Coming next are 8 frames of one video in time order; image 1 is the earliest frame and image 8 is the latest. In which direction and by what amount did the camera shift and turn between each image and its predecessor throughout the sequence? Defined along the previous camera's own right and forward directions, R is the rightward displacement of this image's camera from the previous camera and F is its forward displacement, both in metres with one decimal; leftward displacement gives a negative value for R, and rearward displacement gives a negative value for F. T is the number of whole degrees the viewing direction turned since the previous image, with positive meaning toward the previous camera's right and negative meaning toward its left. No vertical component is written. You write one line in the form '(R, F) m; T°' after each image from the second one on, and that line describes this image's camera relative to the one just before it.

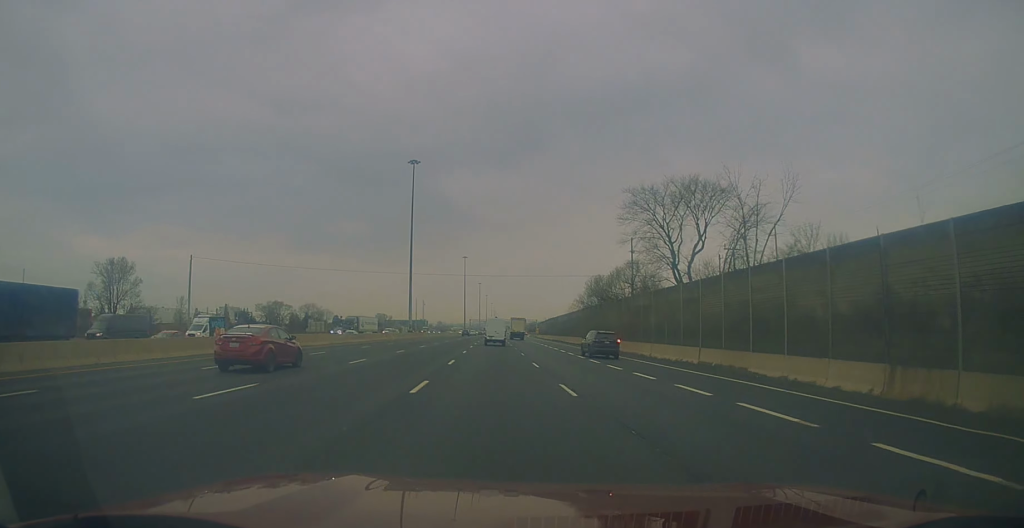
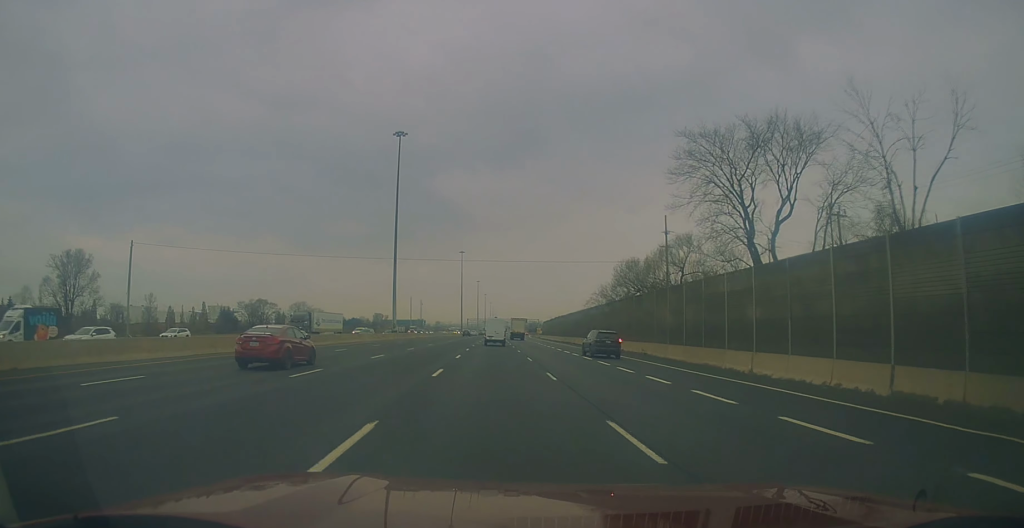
(-0.2, +18.0) m; -1°
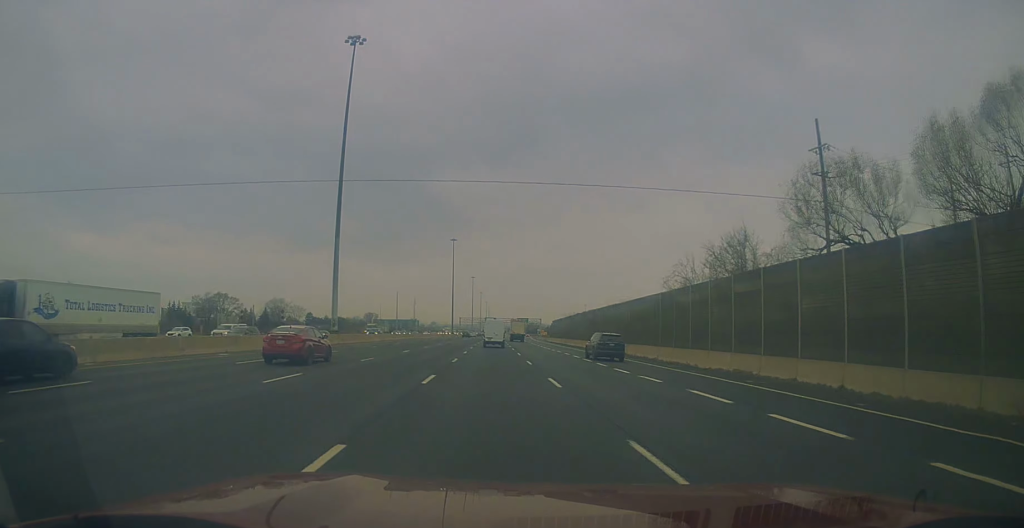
(0.0, +36.5) m; 0°
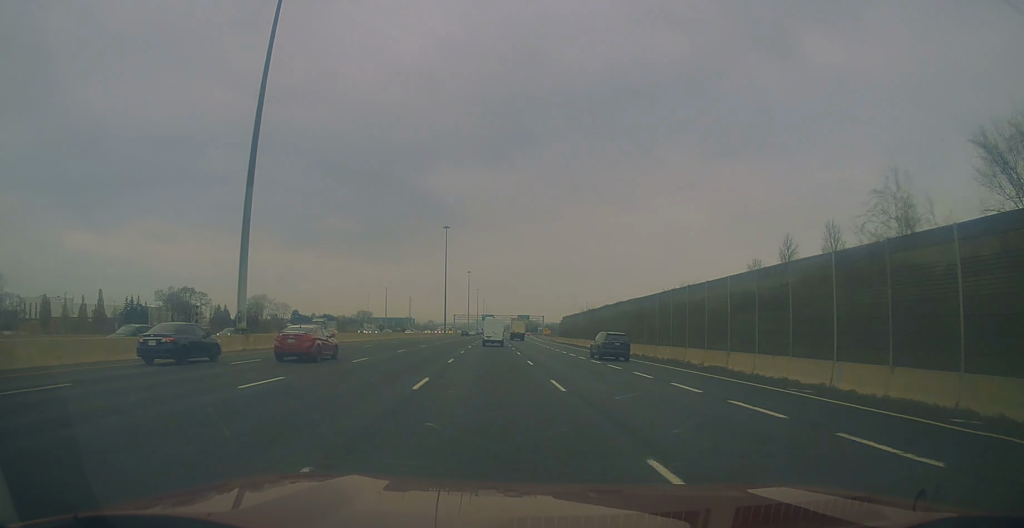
(0.0, +24.2) m; +1°
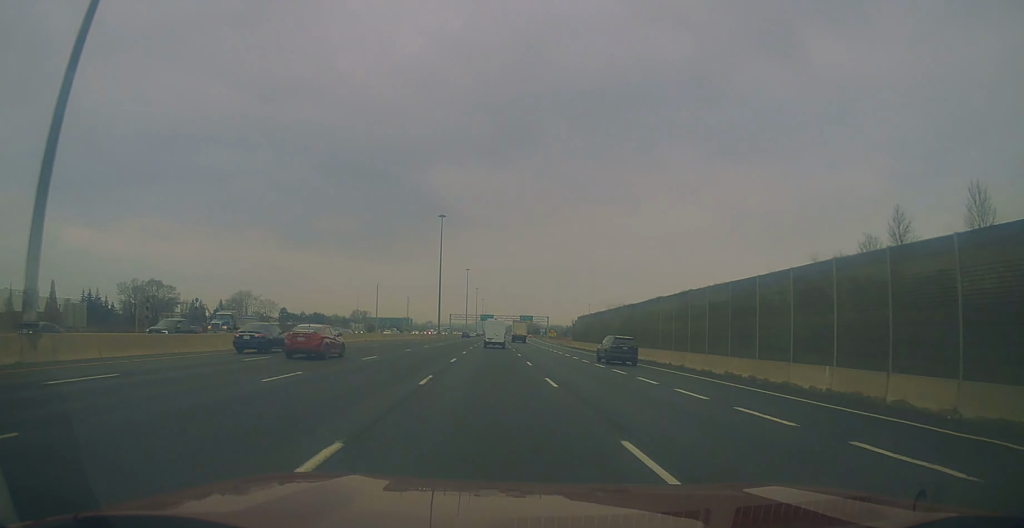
(+0.3, +21.5) m; +1°
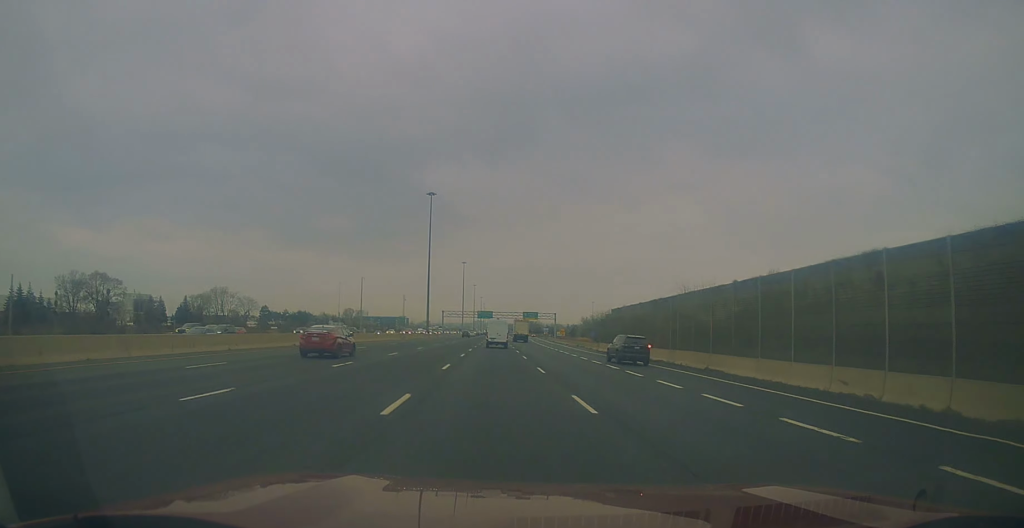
(+0.2, +28.4) m; -1°
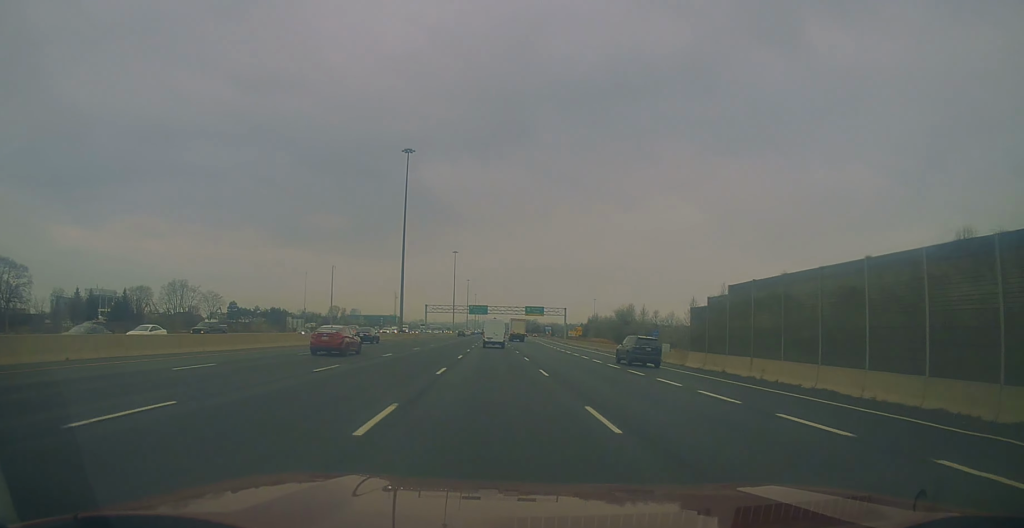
(-0.7, +36.4) m; 0°
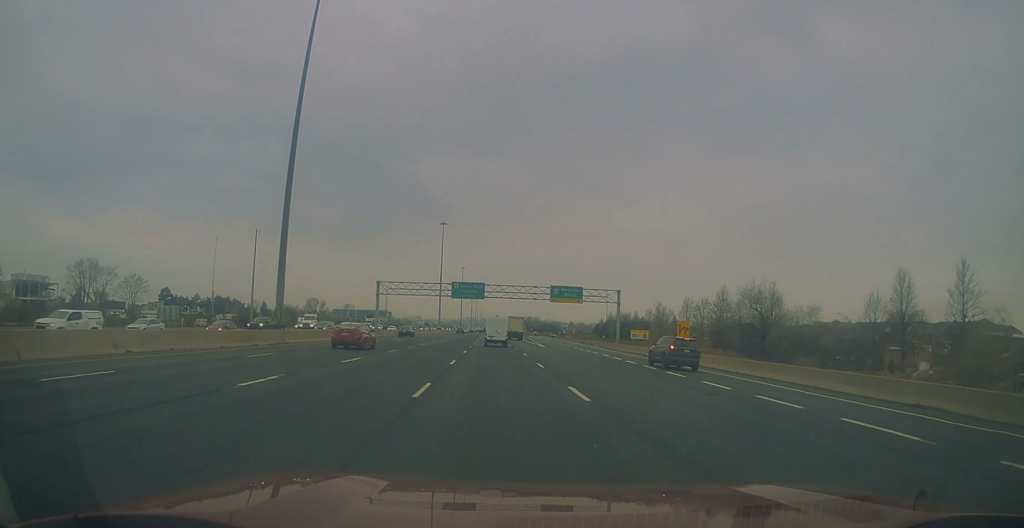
(+0.3, +64.9) m; 0°
